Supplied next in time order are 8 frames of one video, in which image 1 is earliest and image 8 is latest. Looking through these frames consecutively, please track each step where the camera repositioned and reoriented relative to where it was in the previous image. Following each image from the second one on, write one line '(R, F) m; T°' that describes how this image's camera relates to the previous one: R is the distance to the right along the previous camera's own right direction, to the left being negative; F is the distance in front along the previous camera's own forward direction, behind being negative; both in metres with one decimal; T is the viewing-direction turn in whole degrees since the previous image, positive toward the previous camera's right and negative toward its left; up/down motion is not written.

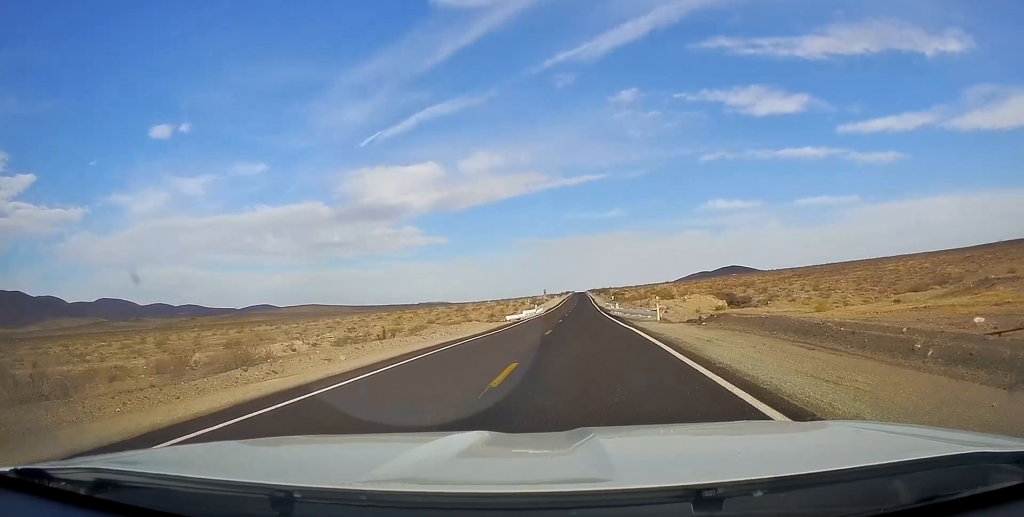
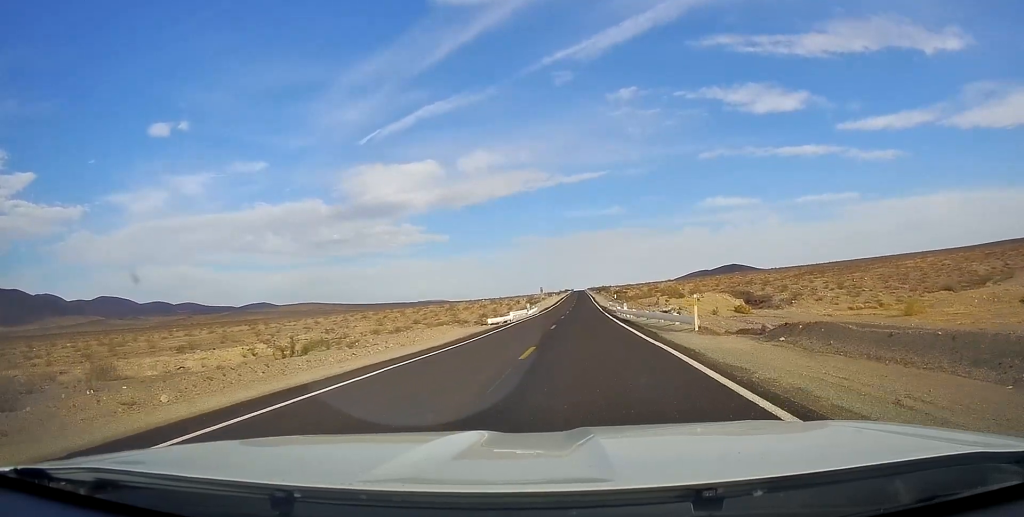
(+0.1, +10.7) m; 0°
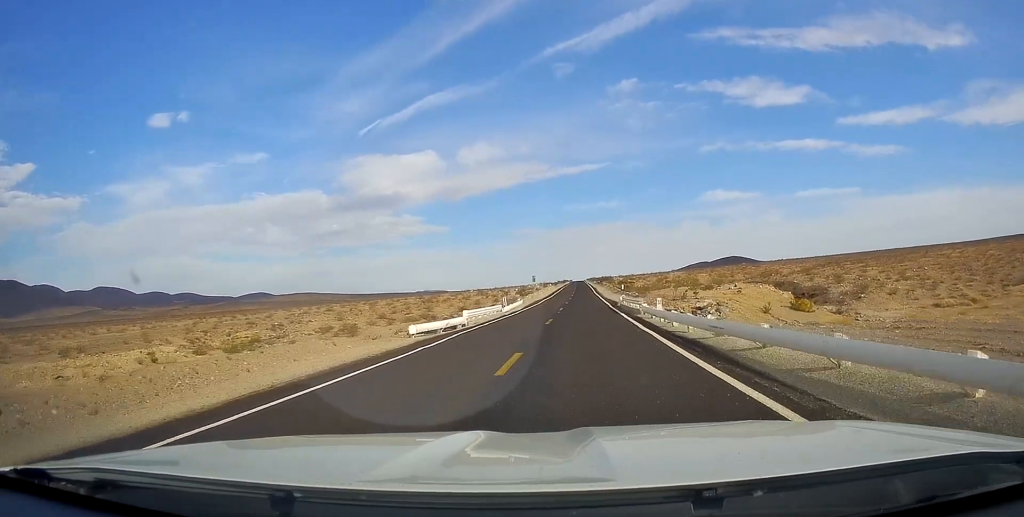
(-0.6, +20.3) m; -2°
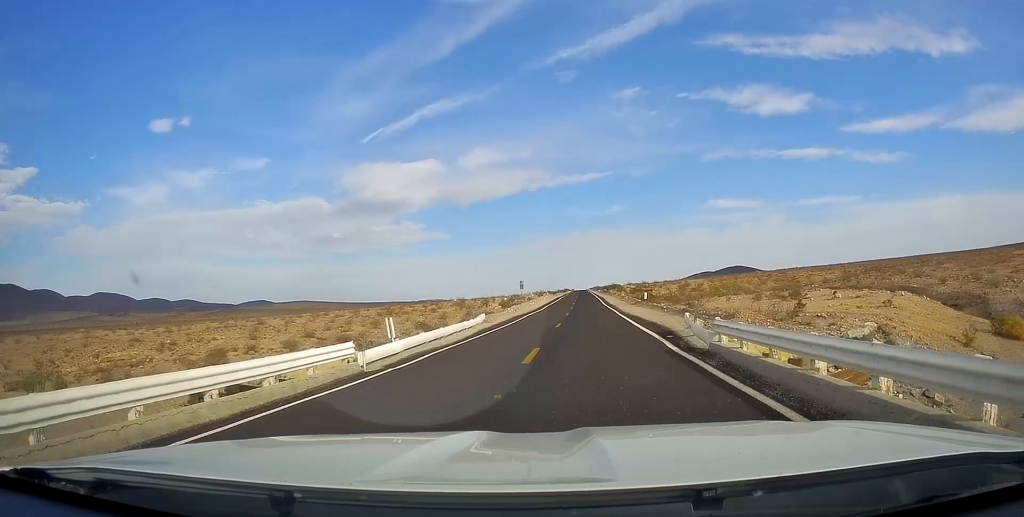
(+0.2, +28.4) m; +1°
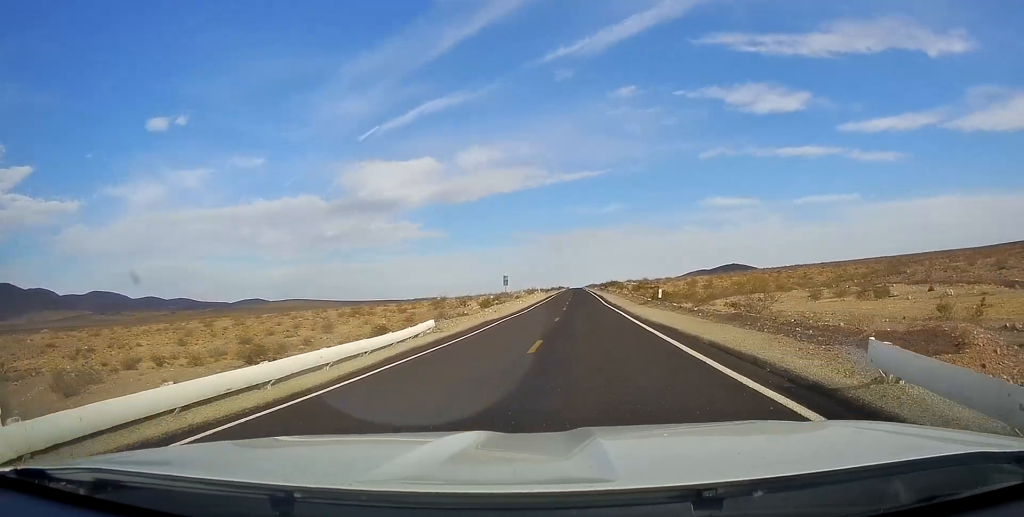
(0.0, +13.8) m; 0°
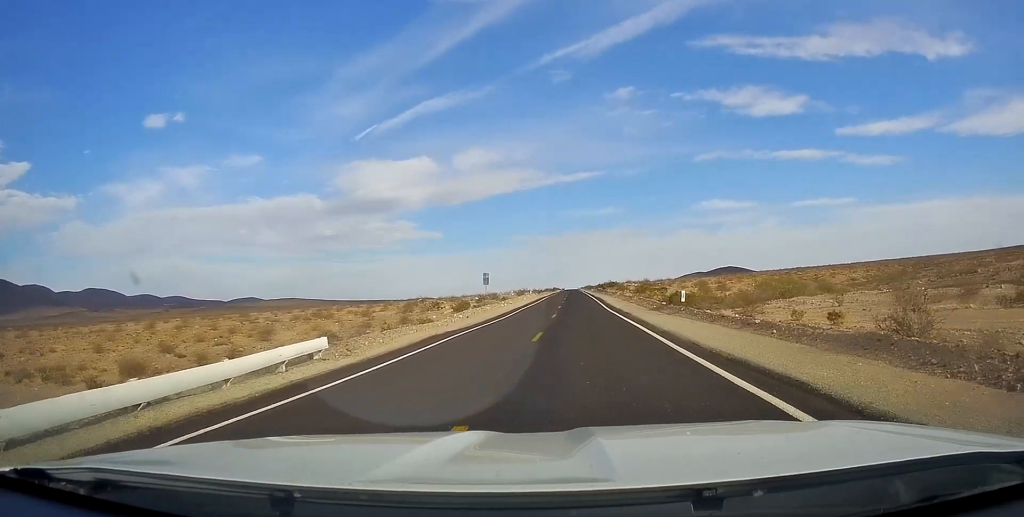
(-0.1, +12.2) m; 0°
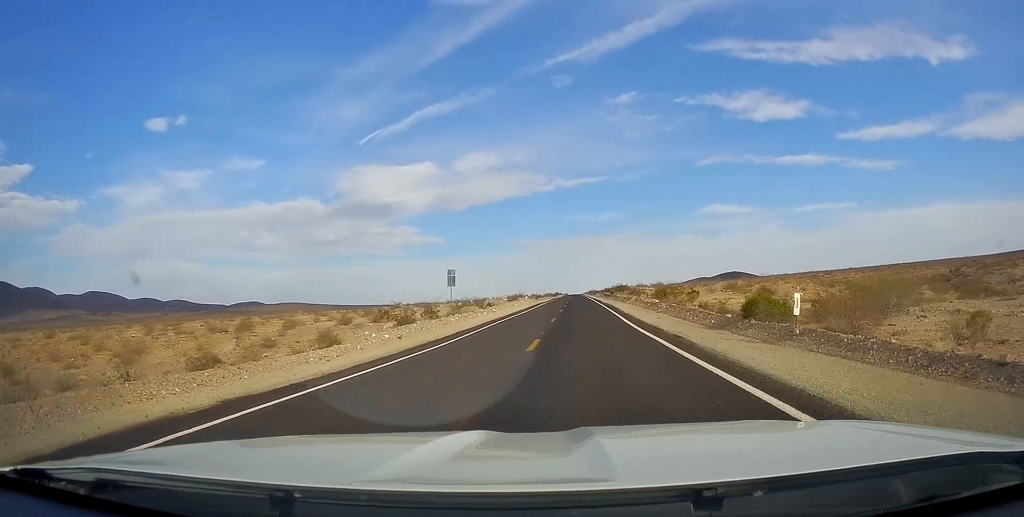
(+0.1, +18.1) m; 0°
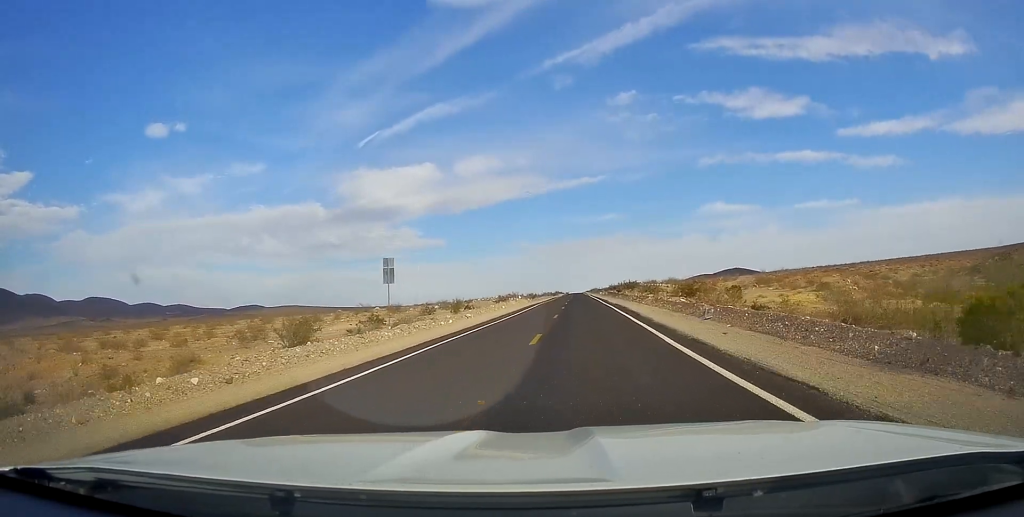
(-0.3, +14.7) m; 0°
